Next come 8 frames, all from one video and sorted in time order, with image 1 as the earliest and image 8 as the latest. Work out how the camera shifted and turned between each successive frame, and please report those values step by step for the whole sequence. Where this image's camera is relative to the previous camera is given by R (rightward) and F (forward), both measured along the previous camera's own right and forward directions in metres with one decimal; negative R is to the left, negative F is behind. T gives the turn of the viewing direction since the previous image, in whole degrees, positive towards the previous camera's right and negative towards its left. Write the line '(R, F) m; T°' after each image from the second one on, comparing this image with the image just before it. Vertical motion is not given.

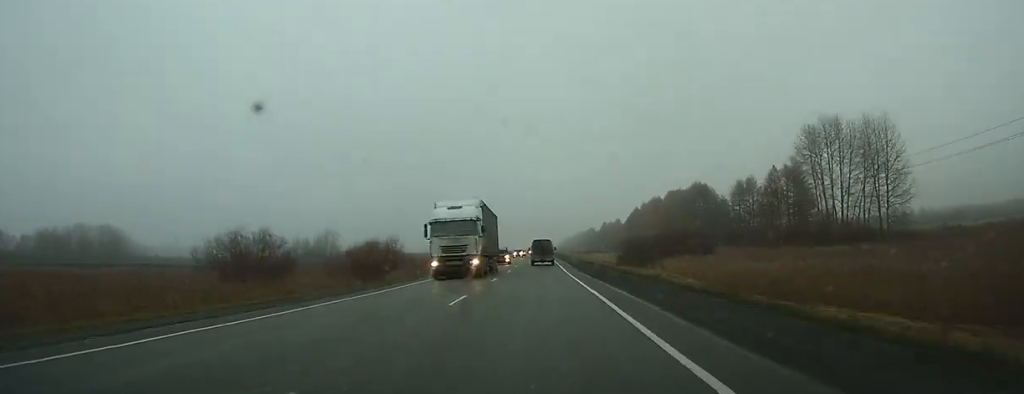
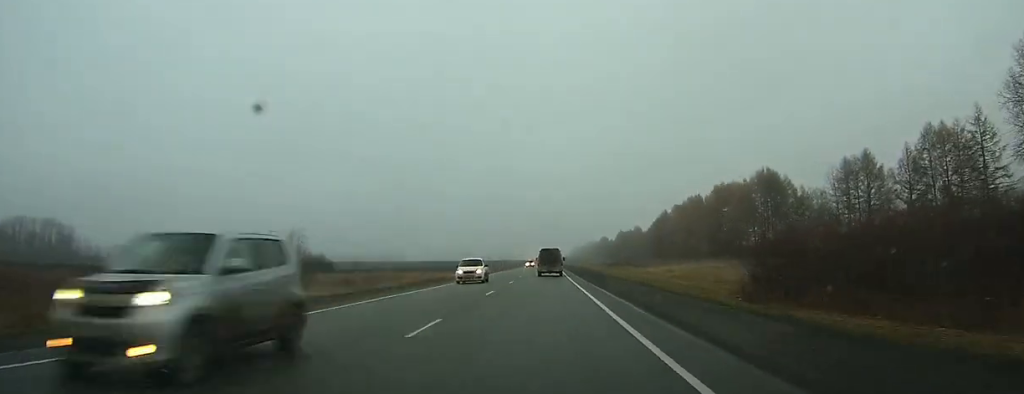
(+0.2, +52.9) m; 0°
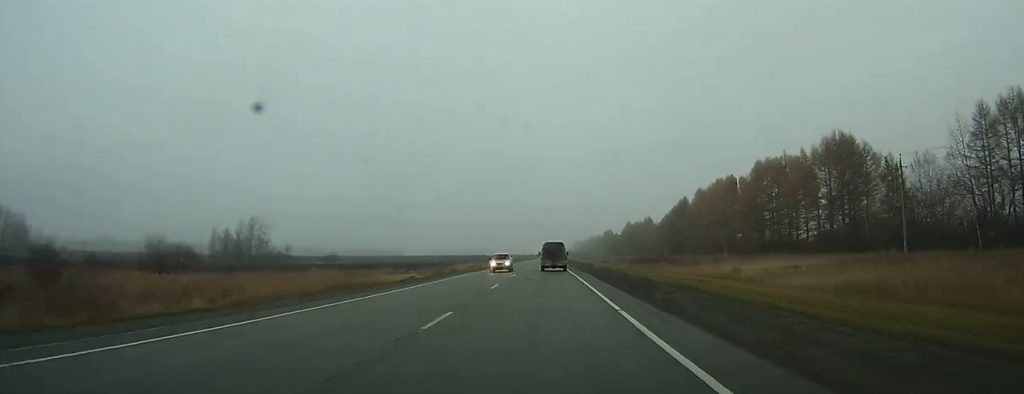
(-0.1, +35.7) m; 0°
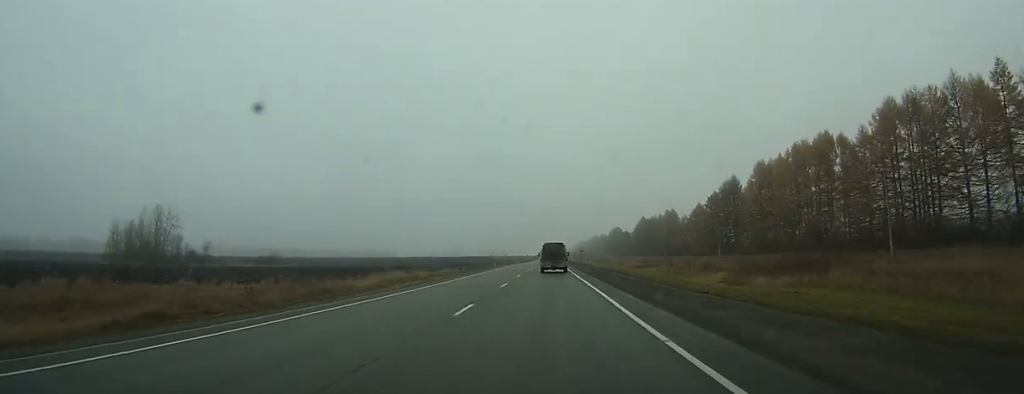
(-0.2, +58.0) m; 0°
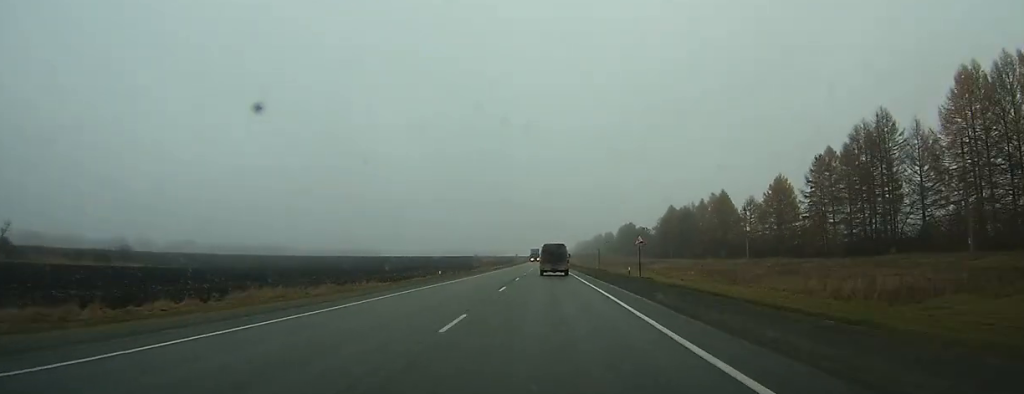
(+0.1, +75.3) m; 0°
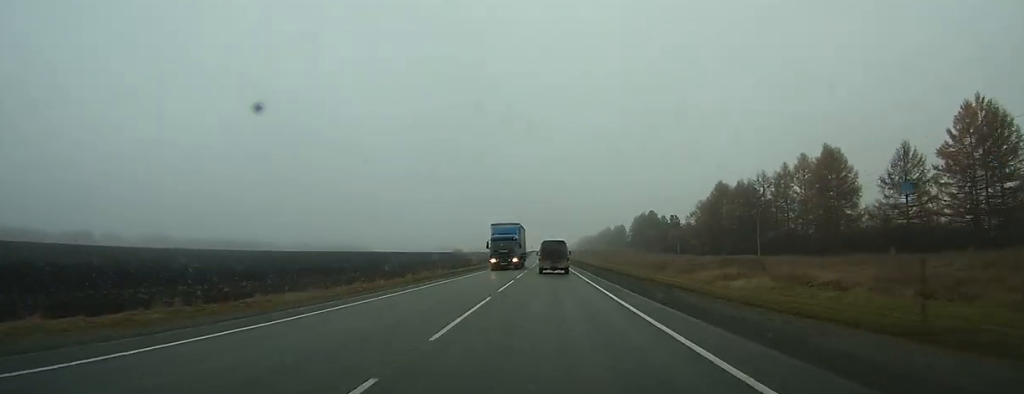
(+0.2, +67.2) m; 0°
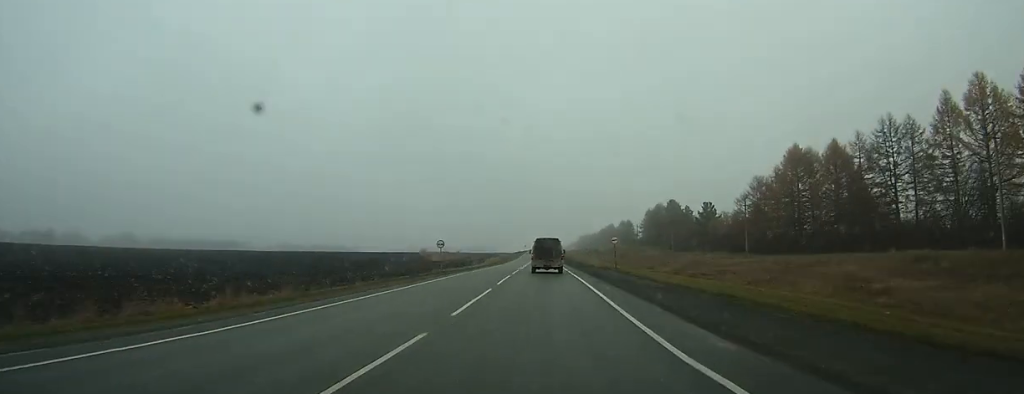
(-0.1, +55.9) m; 0°
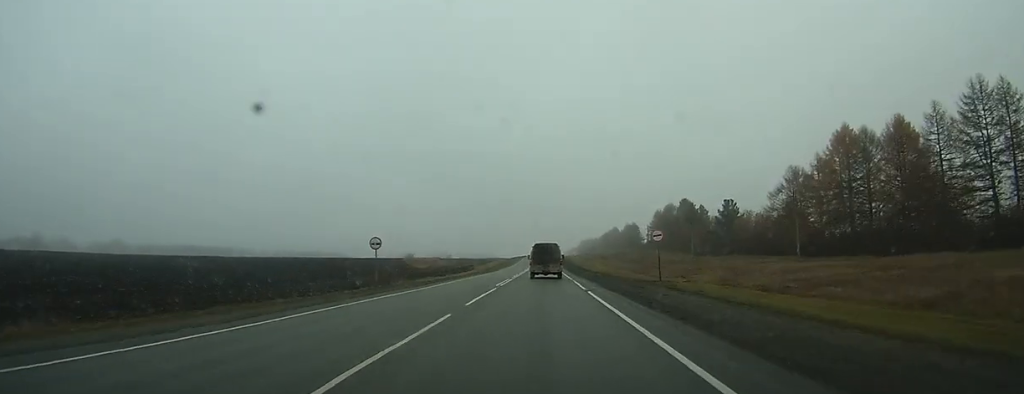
(+0.1, +20.5) m; 0°
